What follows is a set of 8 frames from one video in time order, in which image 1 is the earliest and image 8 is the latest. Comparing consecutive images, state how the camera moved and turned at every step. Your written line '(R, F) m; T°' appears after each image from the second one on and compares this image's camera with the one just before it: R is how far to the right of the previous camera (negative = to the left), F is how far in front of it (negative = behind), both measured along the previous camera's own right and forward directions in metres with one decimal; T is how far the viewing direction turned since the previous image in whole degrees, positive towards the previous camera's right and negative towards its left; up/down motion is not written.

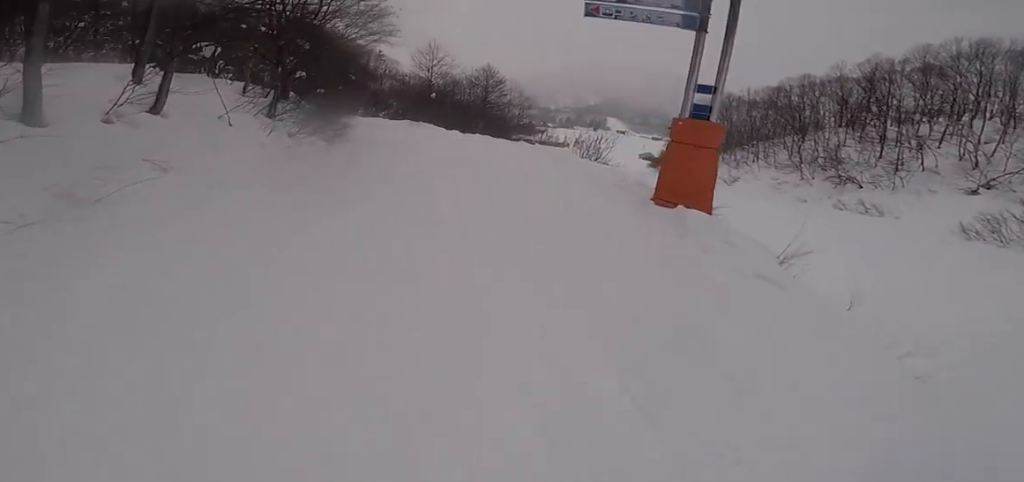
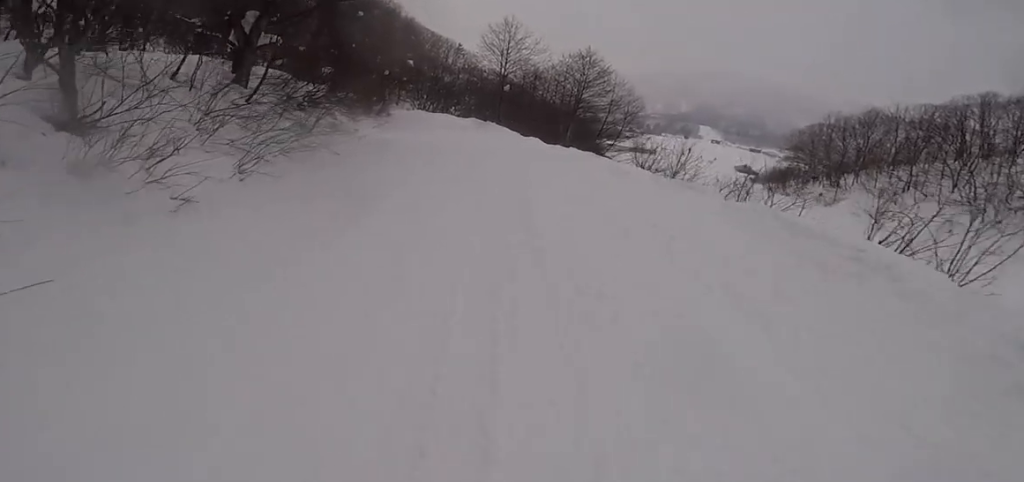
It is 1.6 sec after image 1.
(0.0, +12.1) m; 0°
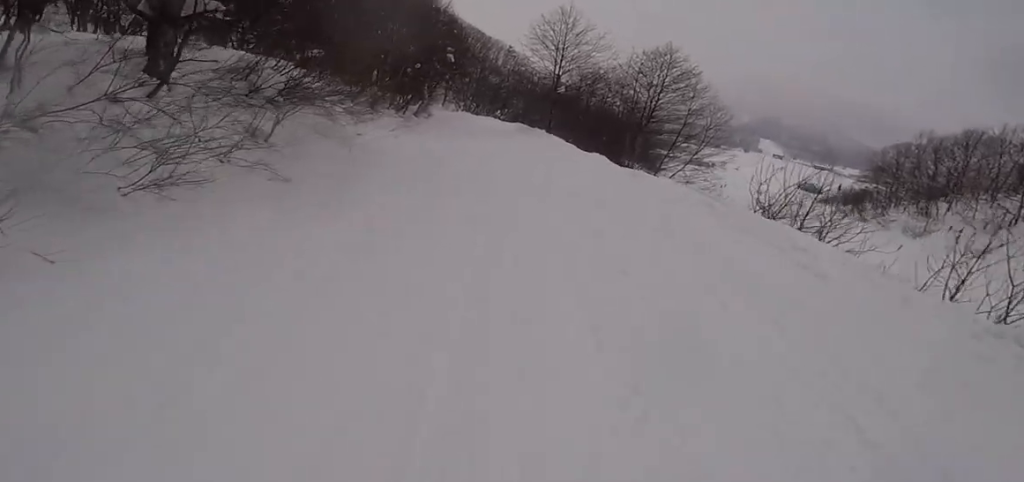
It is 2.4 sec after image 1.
(0.0, +5.7) m; -4°
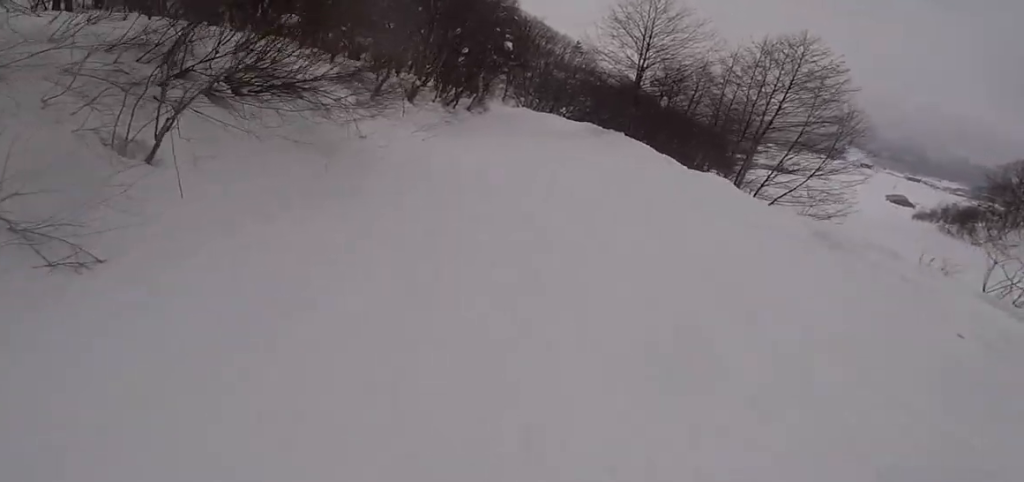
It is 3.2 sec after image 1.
(+0.2, +5.2) m; -11°
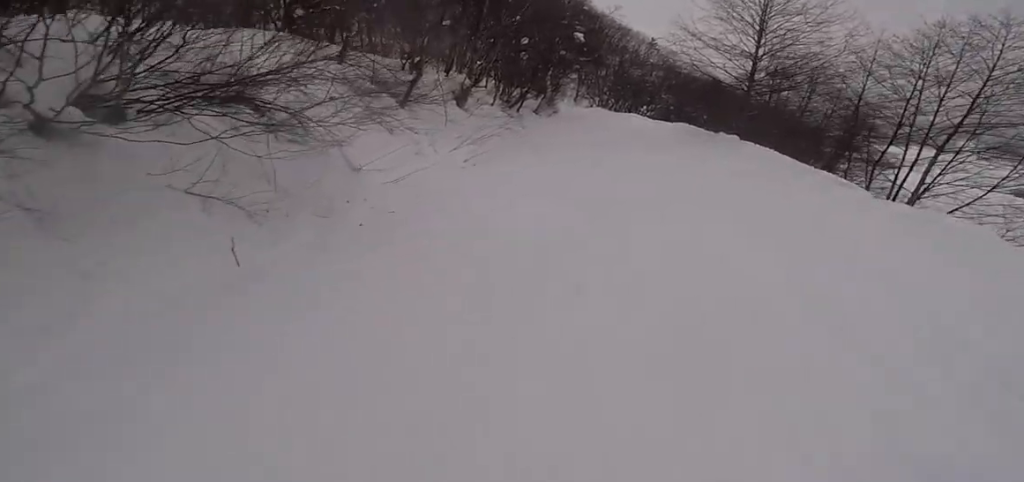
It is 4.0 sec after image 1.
(-1.3, +4.5) m; -2°
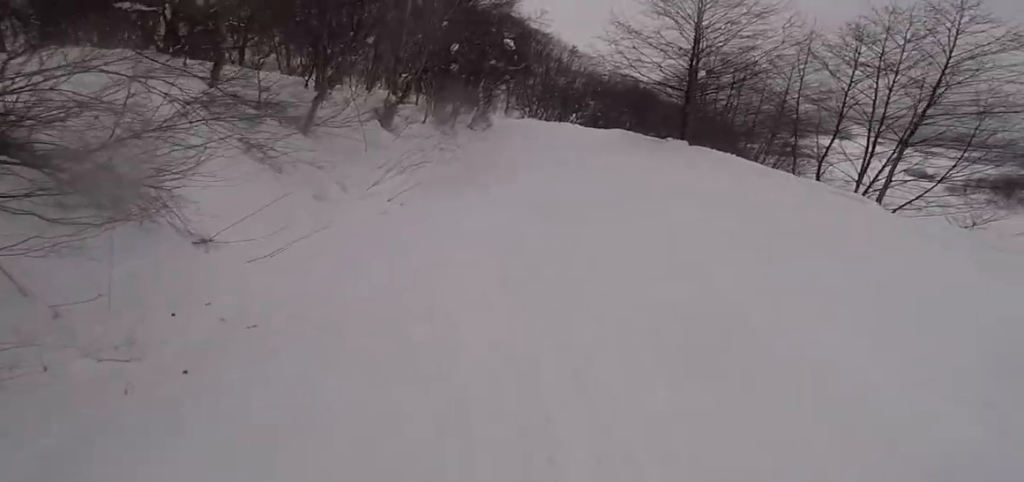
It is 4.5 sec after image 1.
(+0.2, +2.6) m; -2°
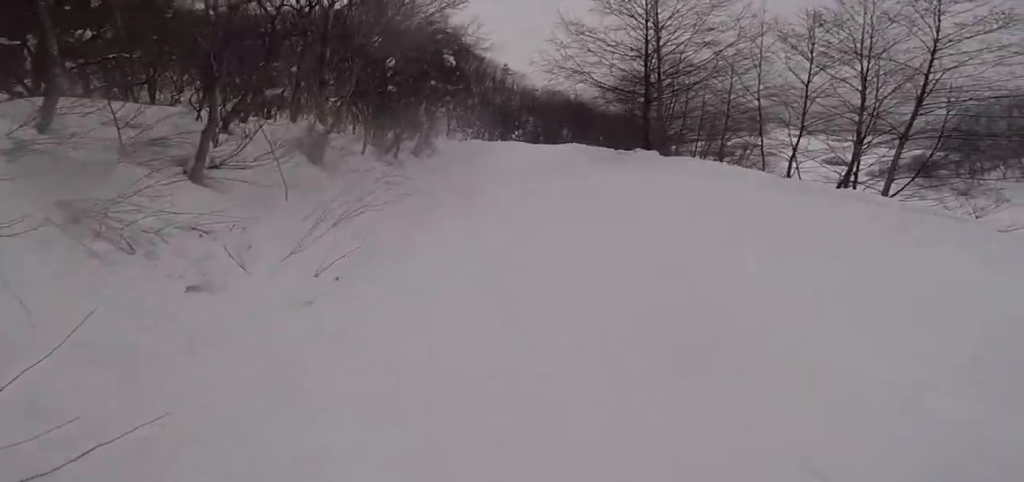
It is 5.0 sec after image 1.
(+0.9, +2.7) m; -3°
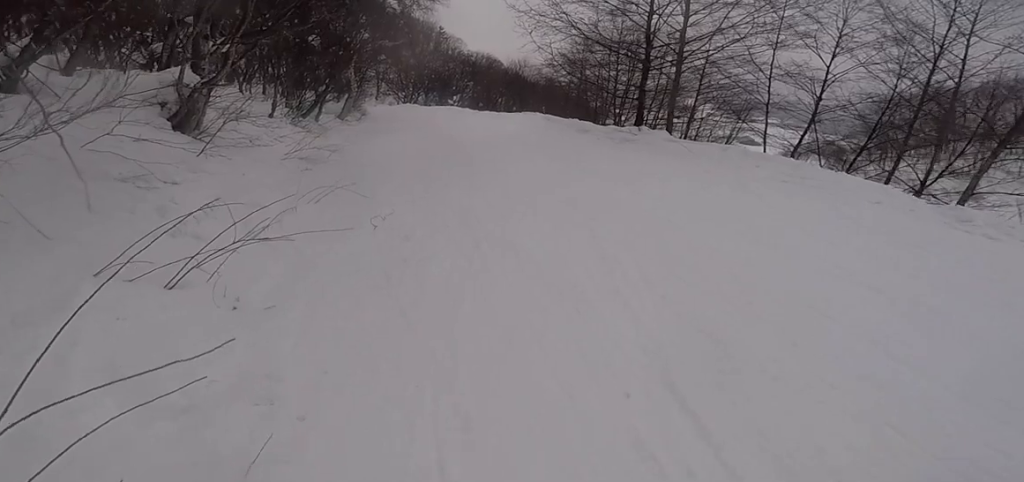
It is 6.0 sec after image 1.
(-1.5, +4.0) m; -4°
